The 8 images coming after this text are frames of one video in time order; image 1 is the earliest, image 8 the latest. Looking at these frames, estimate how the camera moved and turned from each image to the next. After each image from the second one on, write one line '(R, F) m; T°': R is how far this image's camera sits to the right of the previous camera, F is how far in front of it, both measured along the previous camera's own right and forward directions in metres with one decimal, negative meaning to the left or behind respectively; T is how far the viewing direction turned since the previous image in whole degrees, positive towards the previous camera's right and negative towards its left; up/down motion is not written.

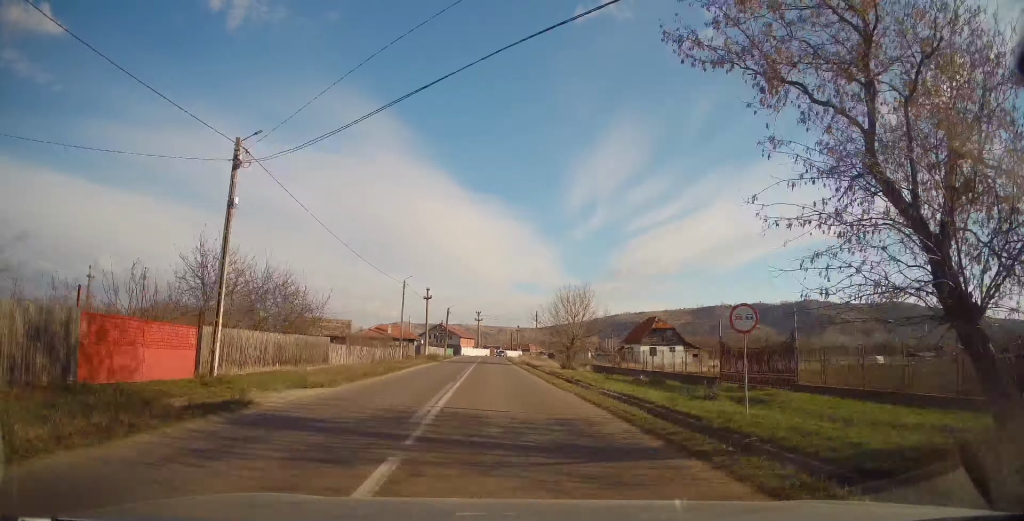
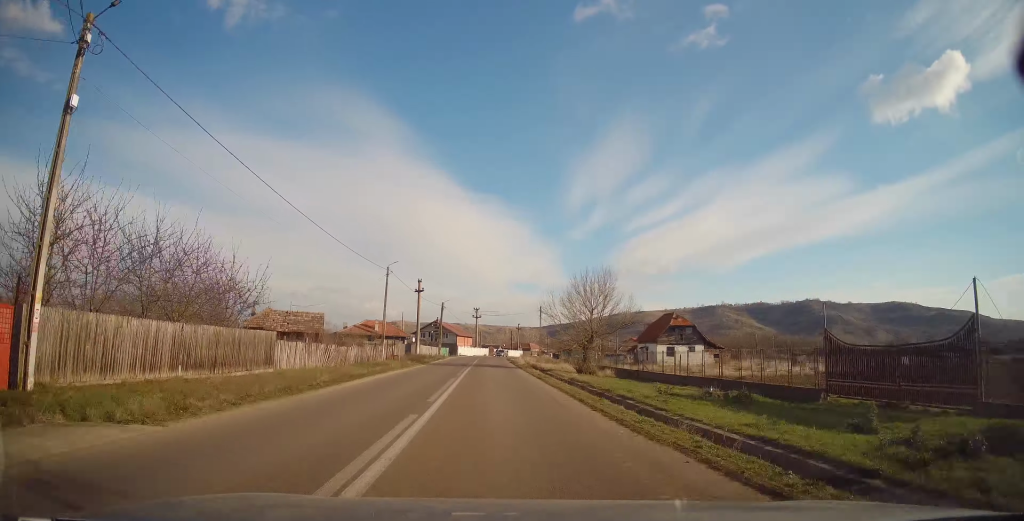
(-0.1, +8.6) m; +1°
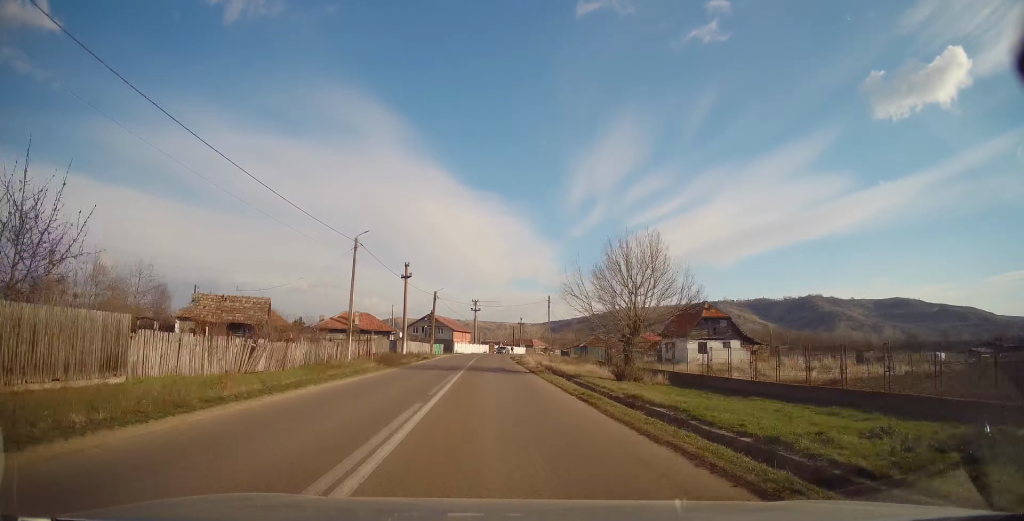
(+0.4, +10.9) m; 0°
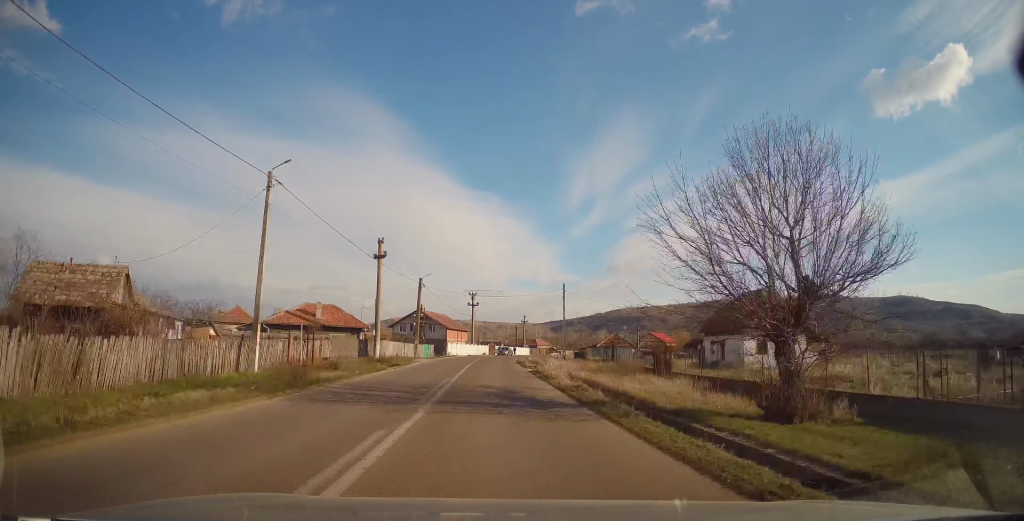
(-0.2, +14.4) m; -1°
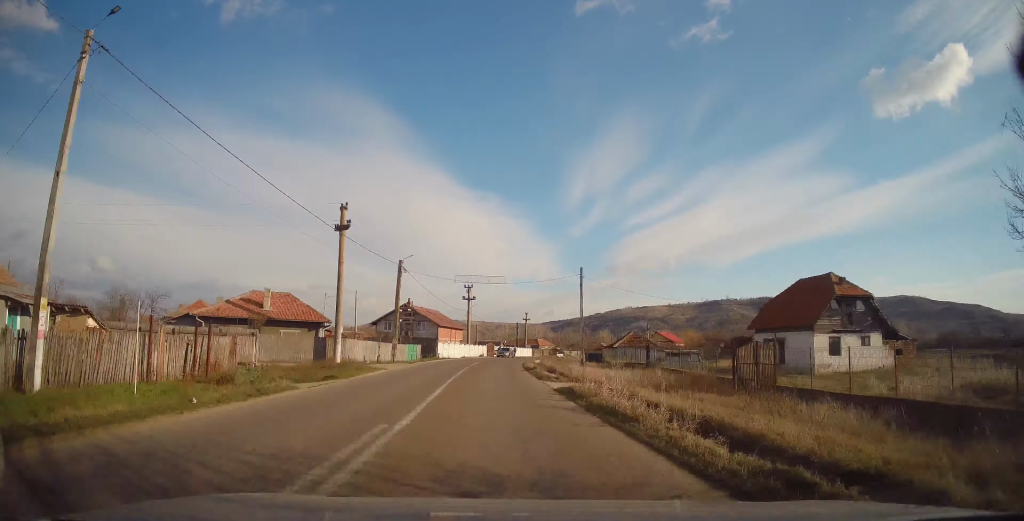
(-0.1, +10.9) m; -1°
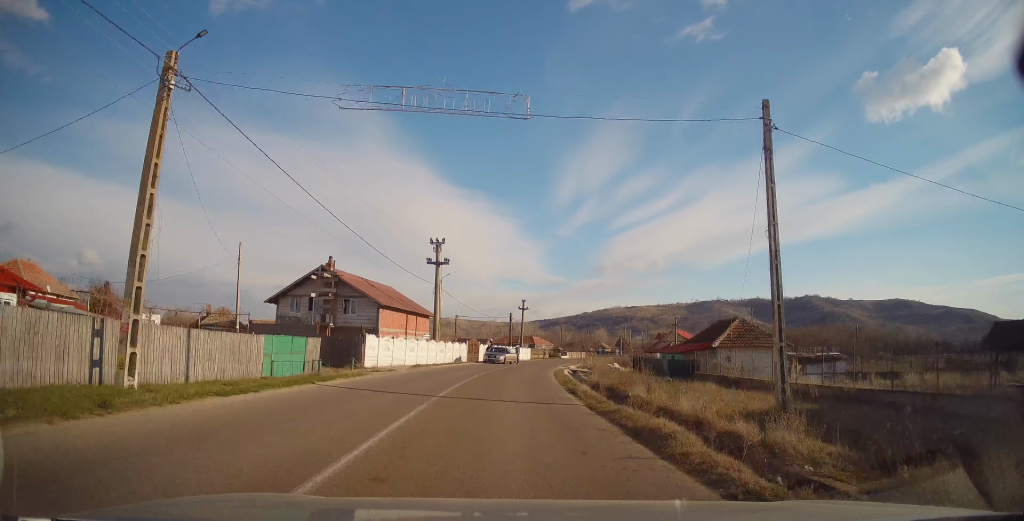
(+0.7, +31.6) m; +4°
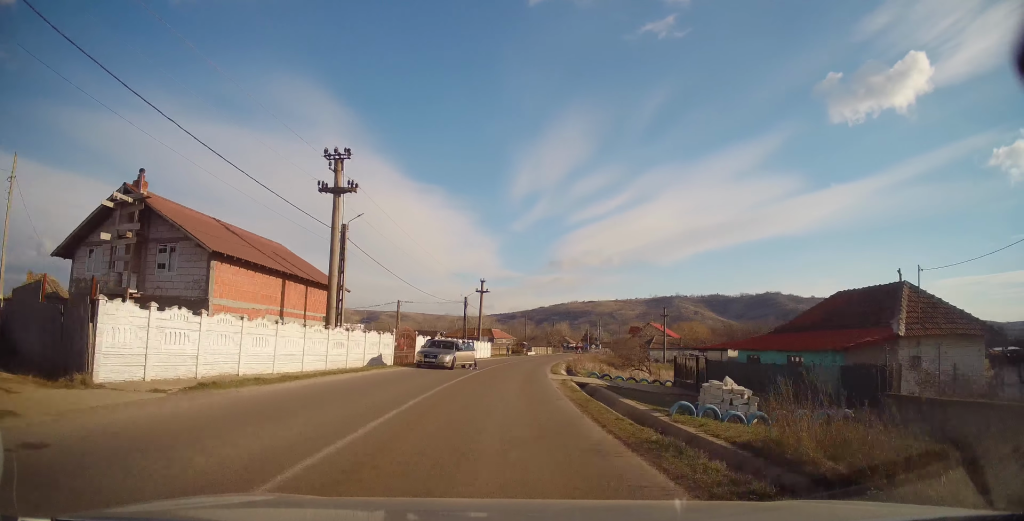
(+0.6, +19.6) m; +4°
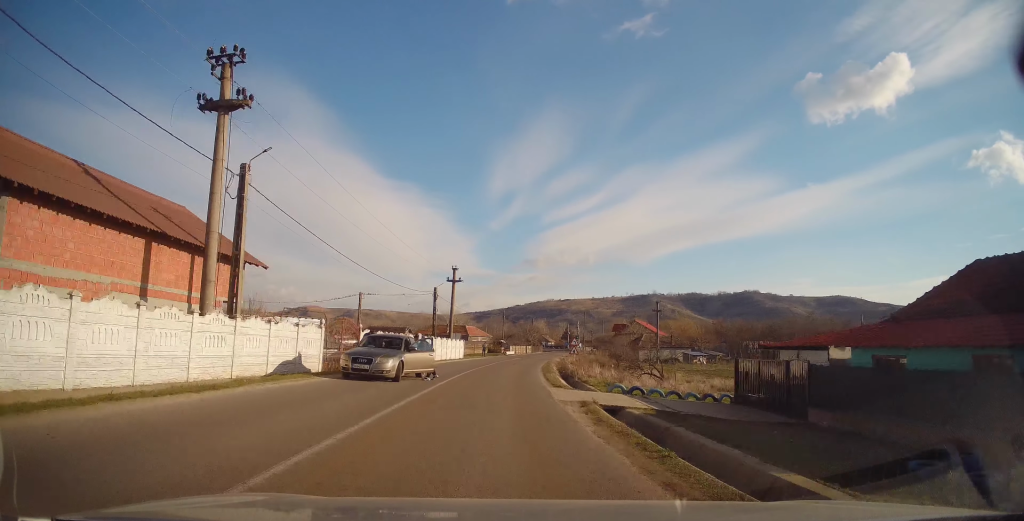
(+0.2, +9.6) m; +2°
